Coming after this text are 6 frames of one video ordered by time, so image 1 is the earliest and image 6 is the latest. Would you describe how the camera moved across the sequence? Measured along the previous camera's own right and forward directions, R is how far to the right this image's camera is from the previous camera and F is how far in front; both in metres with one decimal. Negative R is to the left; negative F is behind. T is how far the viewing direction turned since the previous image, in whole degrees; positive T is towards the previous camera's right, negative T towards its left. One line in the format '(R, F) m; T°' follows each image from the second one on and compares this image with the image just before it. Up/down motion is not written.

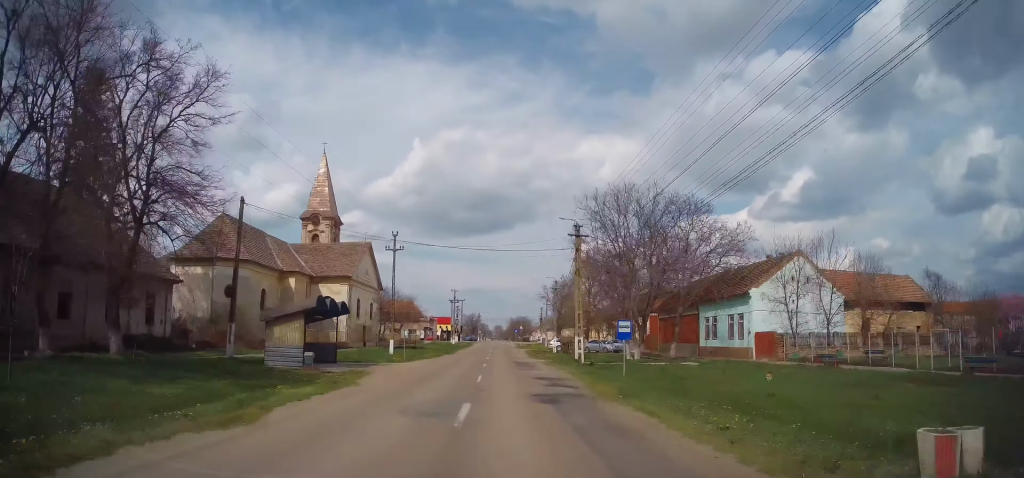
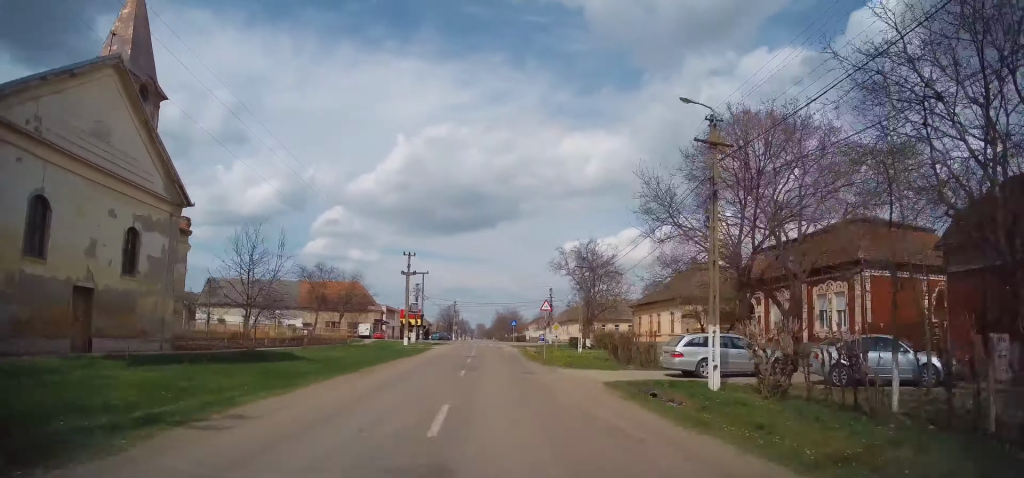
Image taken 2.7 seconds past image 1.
(-0.1, +46.0) m; +1°
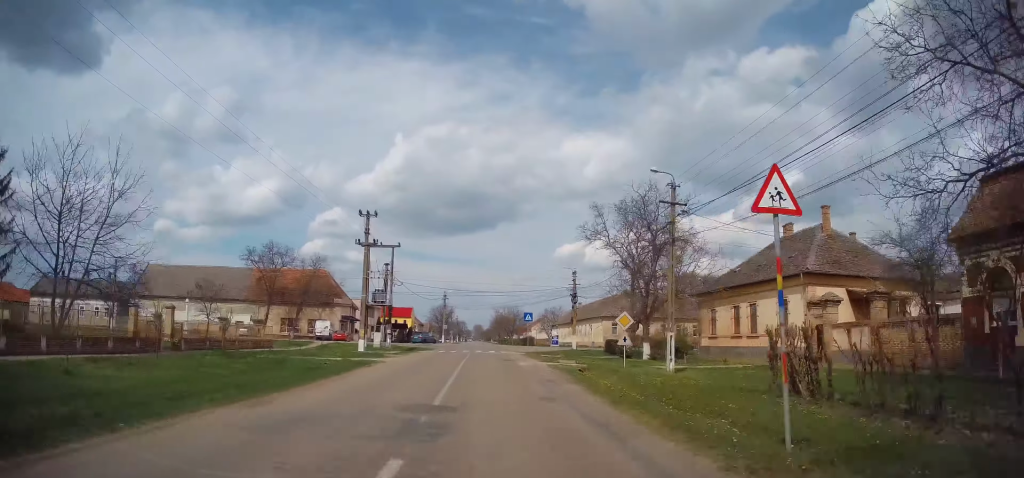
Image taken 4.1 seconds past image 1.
(+0.1, +22.5) m; 0°
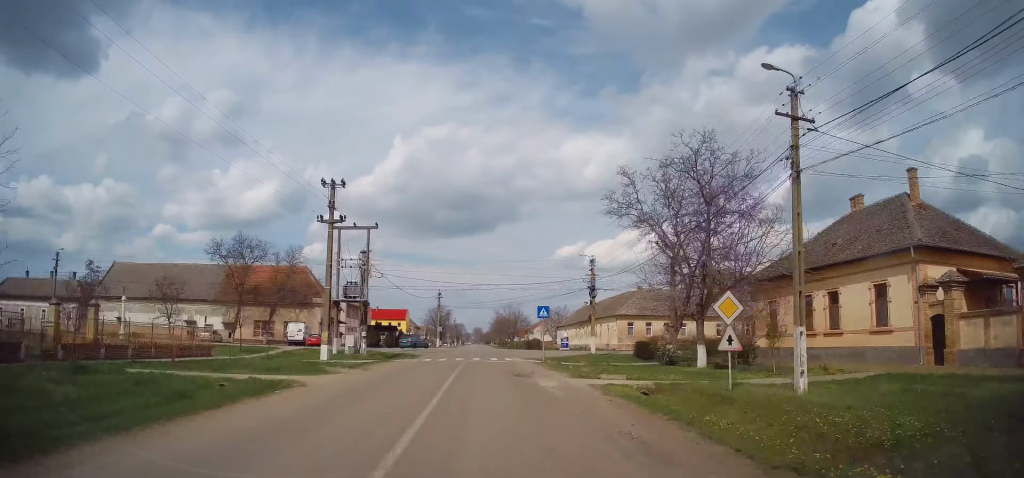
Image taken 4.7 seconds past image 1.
(0.0, +10.1) m; 0°
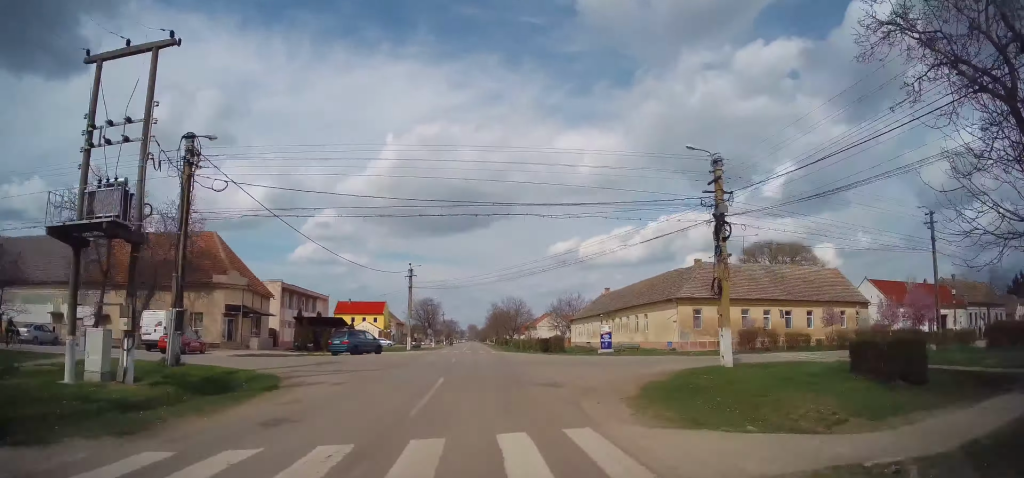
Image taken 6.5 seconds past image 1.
(0.0, +27.1) m; 0°
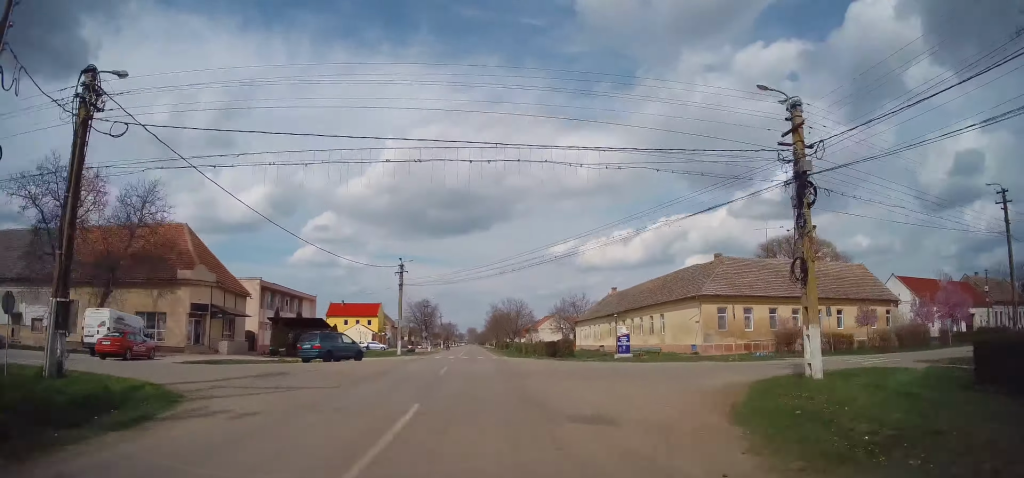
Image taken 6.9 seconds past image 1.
(0.0, +6.0) m; 0°
